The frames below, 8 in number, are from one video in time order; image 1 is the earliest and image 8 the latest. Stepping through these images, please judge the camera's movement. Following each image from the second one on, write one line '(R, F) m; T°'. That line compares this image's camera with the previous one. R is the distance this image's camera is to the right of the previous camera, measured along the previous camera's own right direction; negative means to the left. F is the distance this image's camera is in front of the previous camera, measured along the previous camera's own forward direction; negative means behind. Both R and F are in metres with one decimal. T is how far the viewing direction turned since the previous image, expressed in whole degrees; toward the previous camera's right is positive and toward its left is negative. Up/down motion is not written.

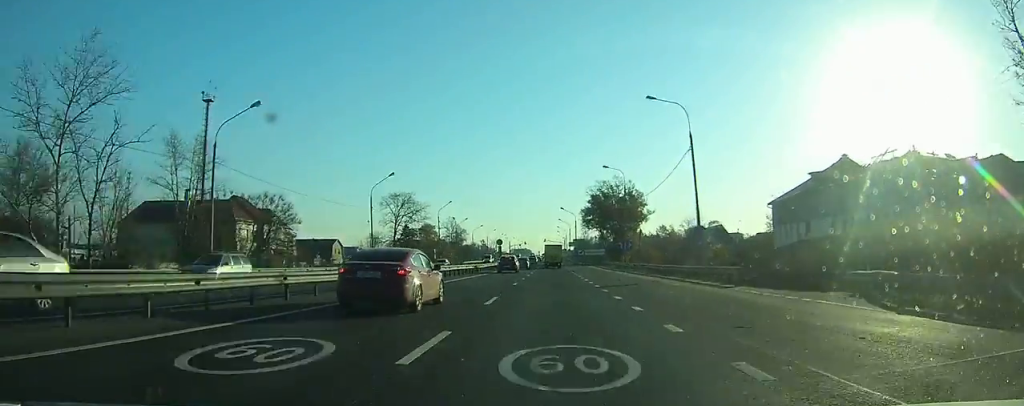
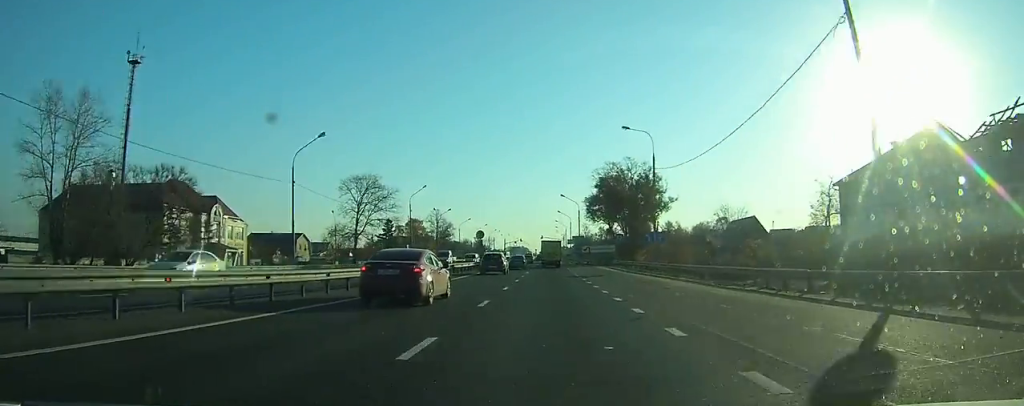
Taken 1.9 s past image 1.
(0.0, +19.6) m; 0°
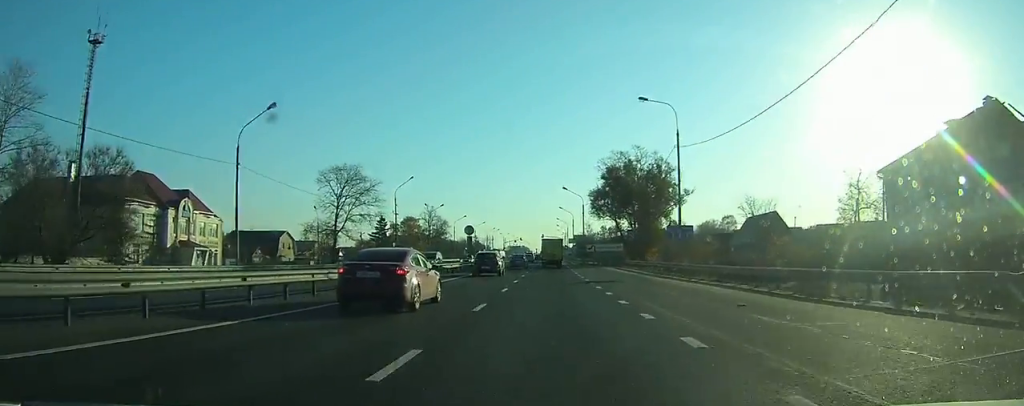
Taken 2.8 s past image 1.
(0.0, +8.7) m; 0°
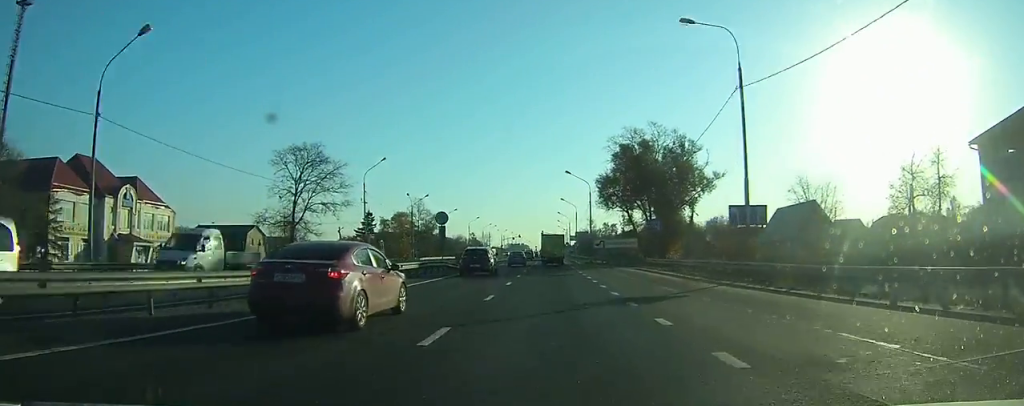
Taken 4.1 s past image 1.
(0.0, +13.3) m; -1°
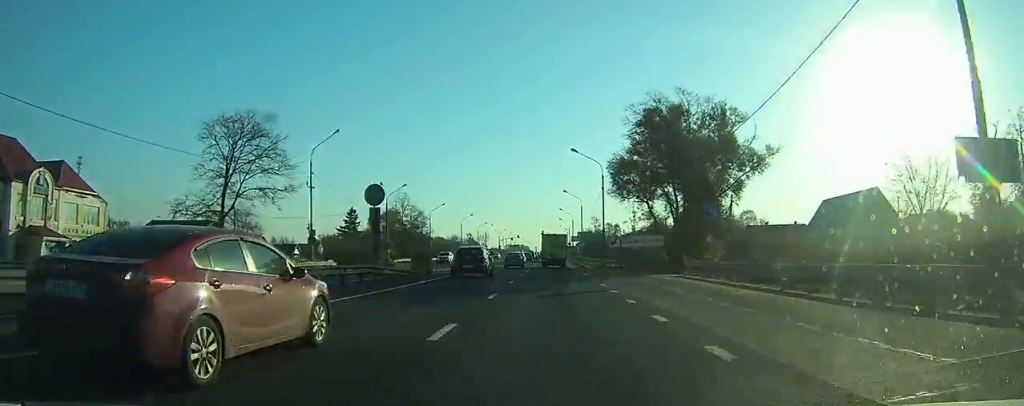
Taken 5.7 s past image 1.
(-0.2, +15.5) m; 0°
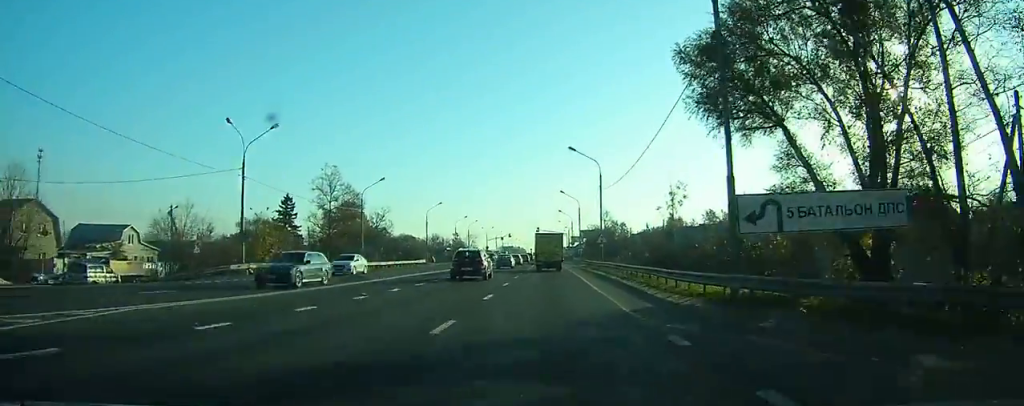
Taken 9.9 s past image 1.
(+0.5, +39.0) m; +1°
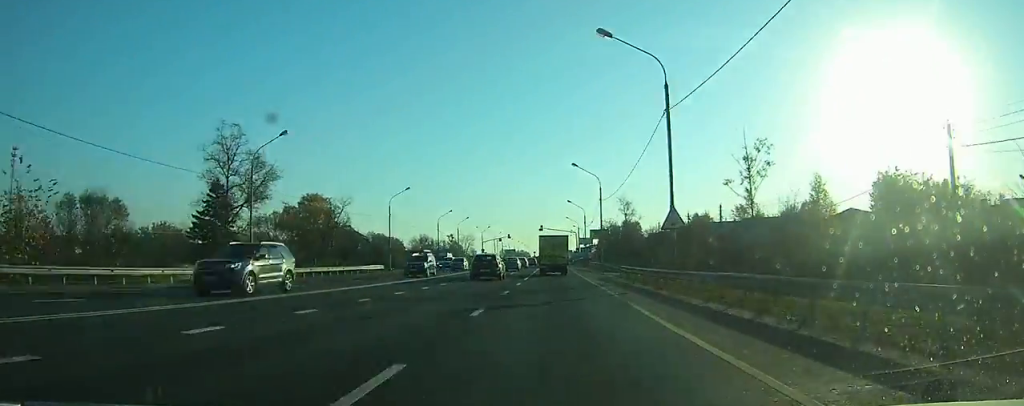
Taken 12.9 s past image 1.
(-0.1, +28.3) m; 0°
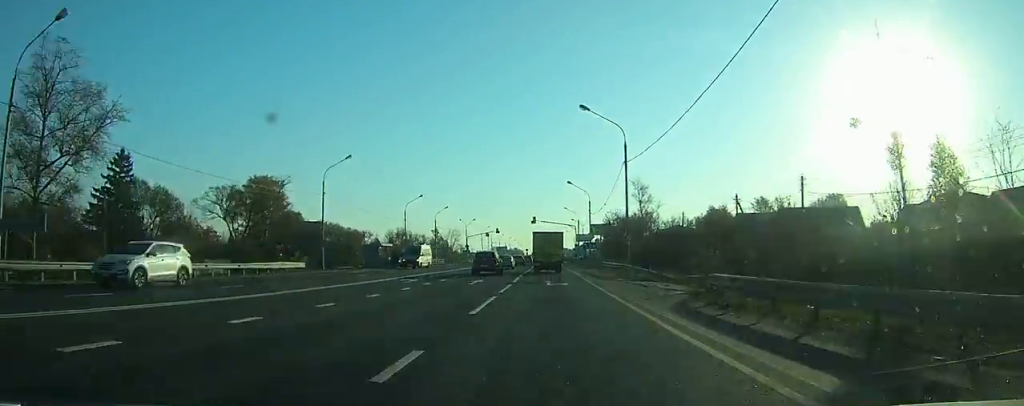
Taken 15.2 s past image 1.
(0.0, +22.1) m; 0°
